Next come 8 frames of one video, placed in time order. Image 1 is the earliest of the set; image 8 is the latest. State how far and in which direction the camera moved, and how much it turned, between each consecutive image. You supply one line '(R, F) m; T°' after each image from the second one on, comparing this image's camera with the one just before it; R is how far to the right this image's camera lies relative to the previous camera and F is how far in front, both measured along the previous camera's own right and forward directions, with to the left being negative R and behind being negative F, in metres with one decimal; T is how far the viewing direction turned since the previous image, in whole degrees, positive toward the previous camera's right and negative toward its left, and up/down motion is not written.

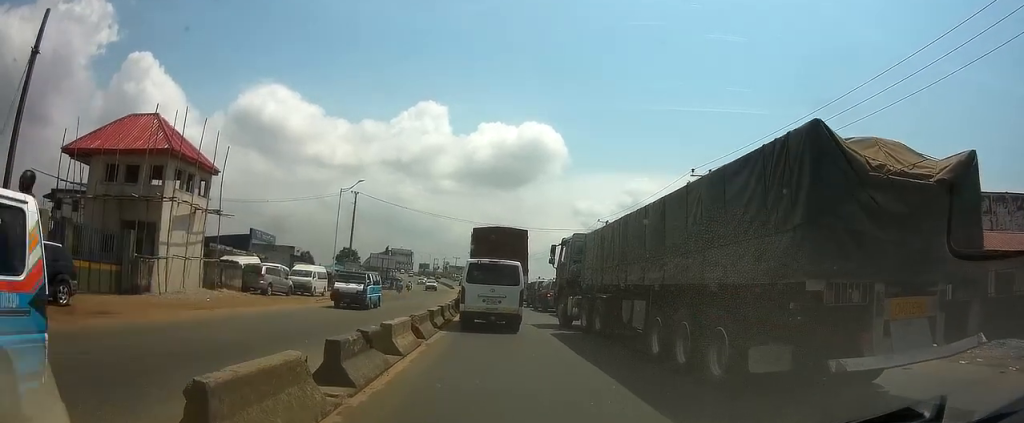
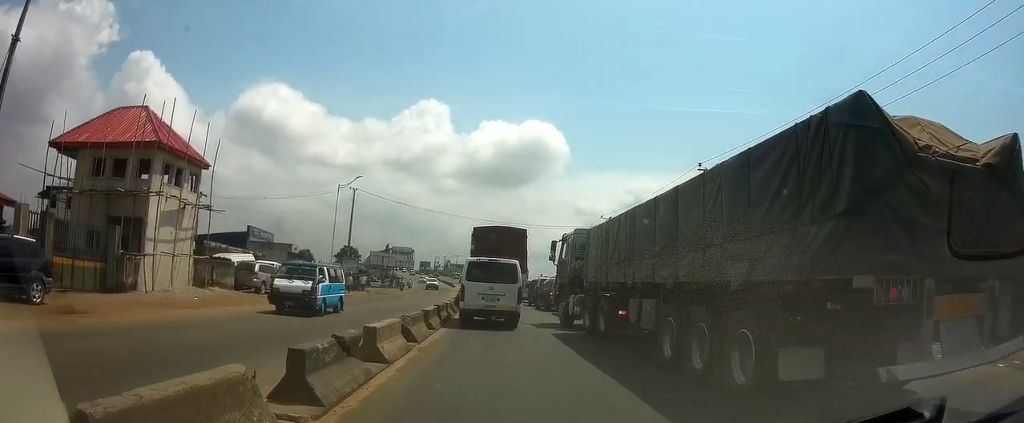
(0.0, +1.1) m; -1°
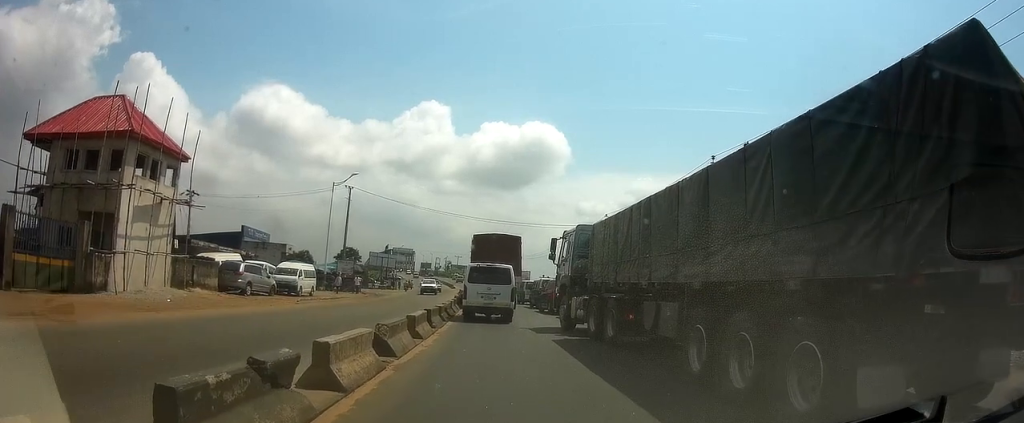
(0.0, +2.0) m; 0°
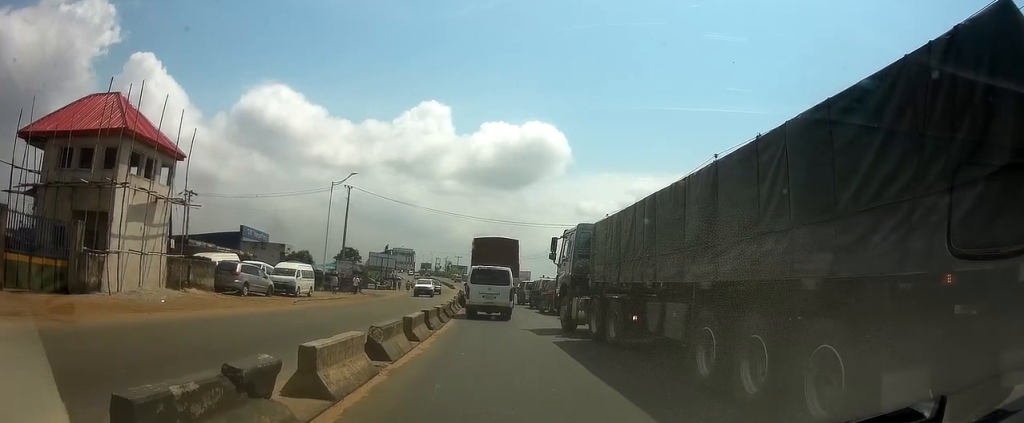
(0.0, +0.5) m; 0°
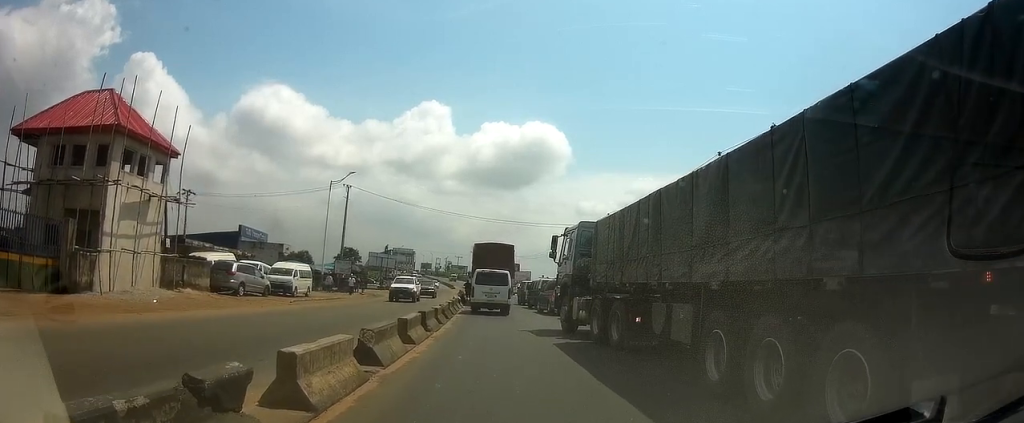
(-0.1, +0.5) m; 0°
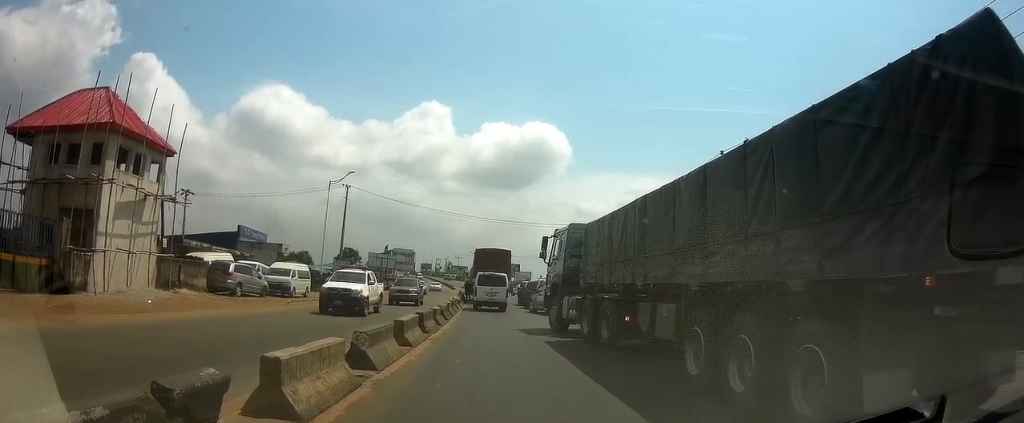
(-0.1, +0.4) m; 0°
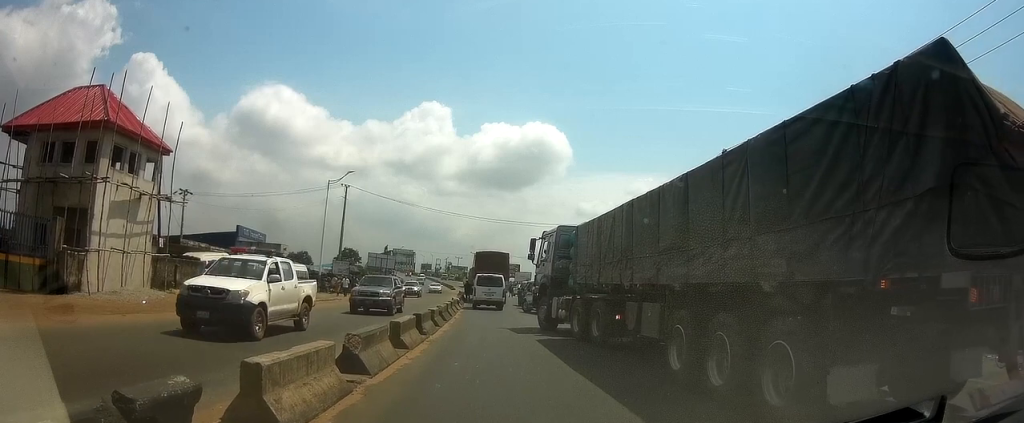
(0.0, +0.5) m; 0°
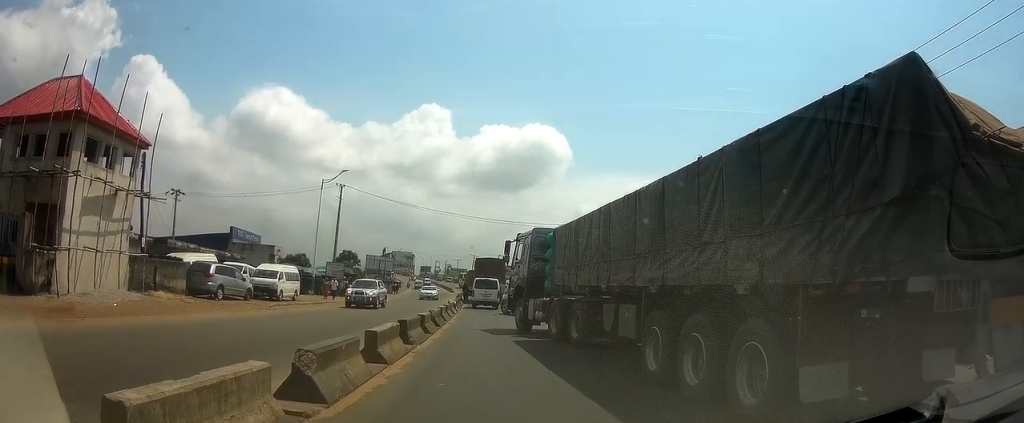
(+0.1, +2.0) m; 0°
